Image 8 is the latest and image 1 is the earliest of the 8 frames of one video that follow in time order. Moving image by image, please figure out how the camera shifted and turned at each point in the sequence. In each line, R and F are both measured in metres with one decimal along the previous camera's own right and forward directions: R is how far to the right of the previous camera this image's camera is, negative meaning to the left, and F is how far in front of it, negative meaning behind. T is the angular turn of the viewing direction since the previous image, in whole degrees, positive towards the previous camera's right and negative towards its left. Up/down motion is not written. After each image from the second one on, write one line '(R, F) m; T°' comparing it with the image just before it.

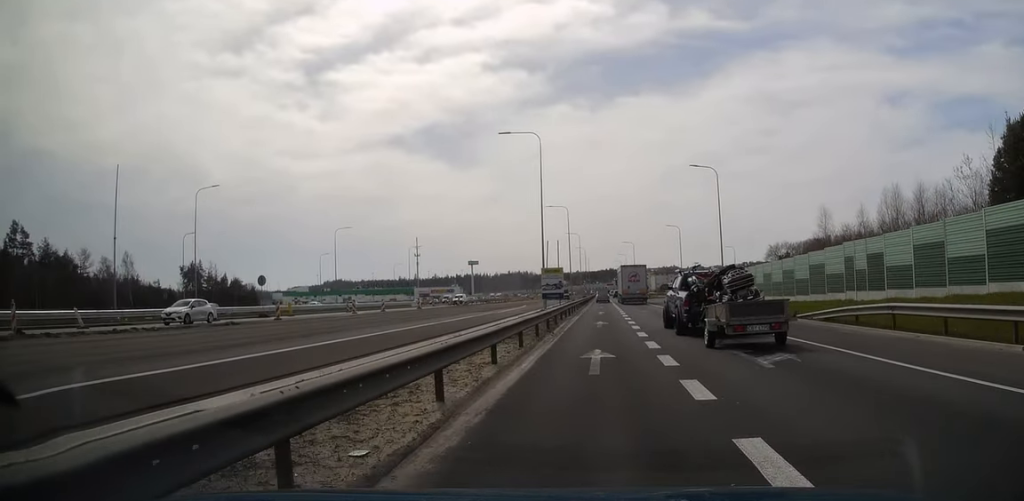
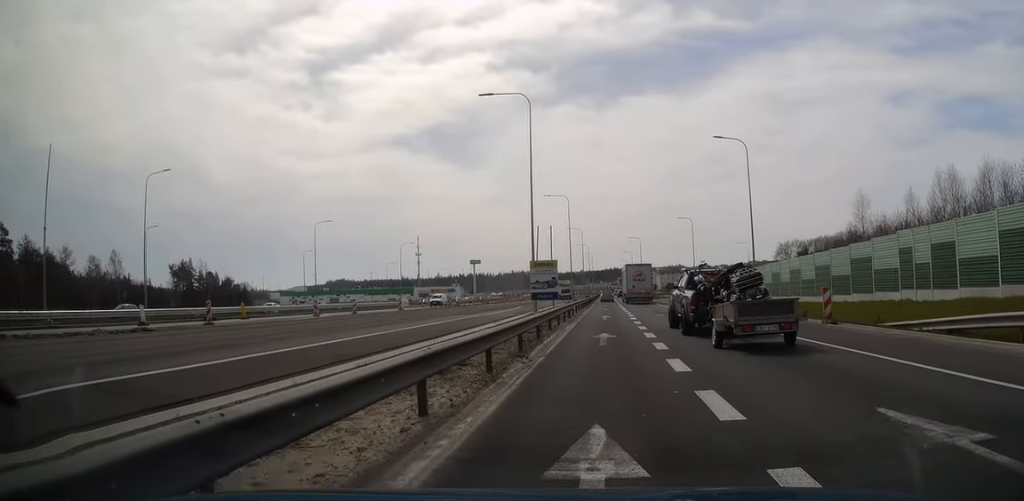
(0.0, +9.0) m; 0°
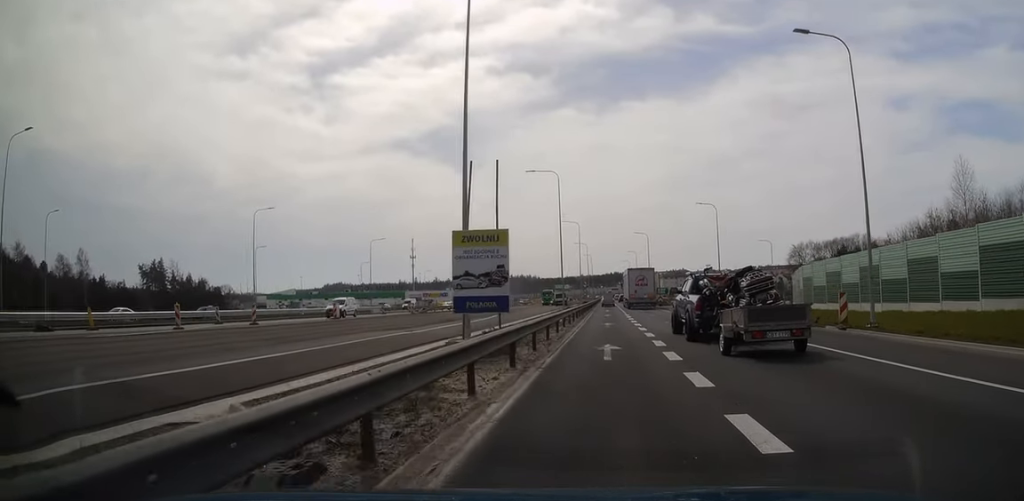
(-0.1, +18.0) m; 0°
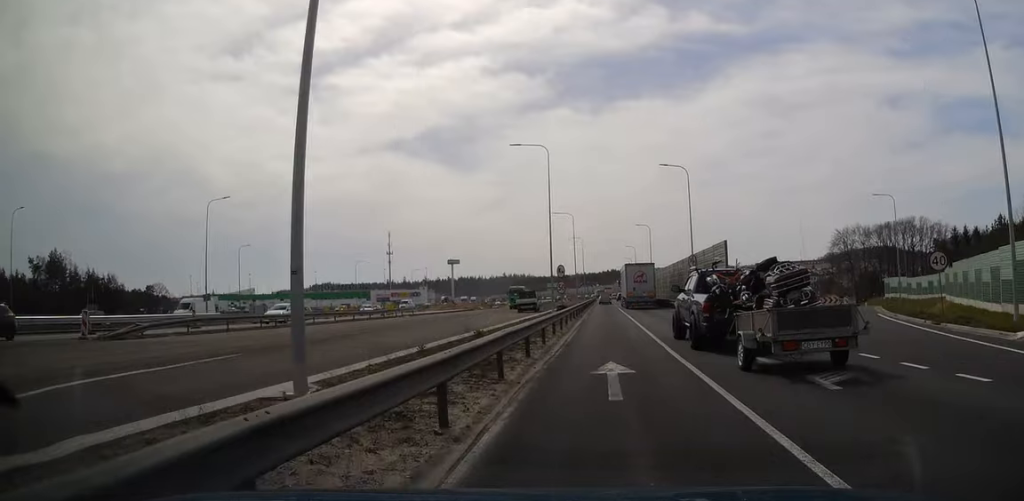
(+0.2, +49.6) m; 0°
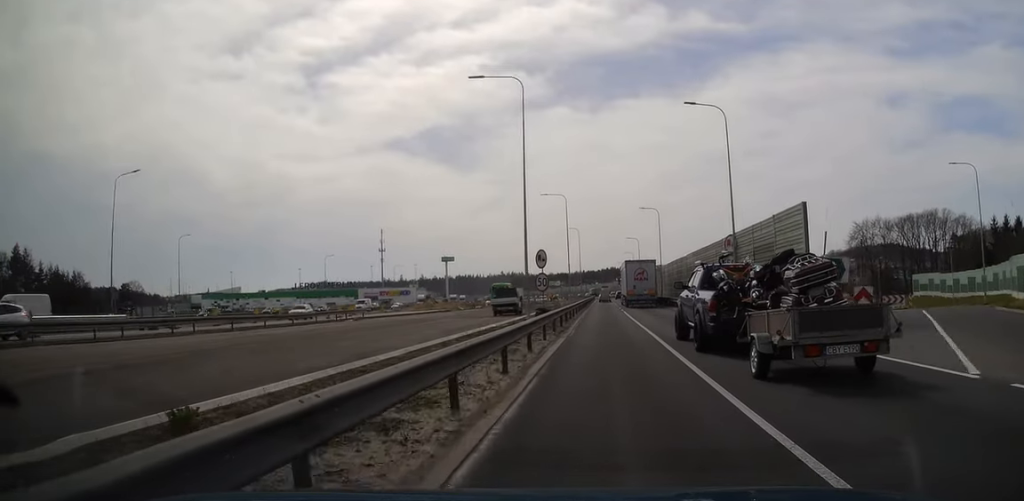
(0.0, +15.3) m; 0°
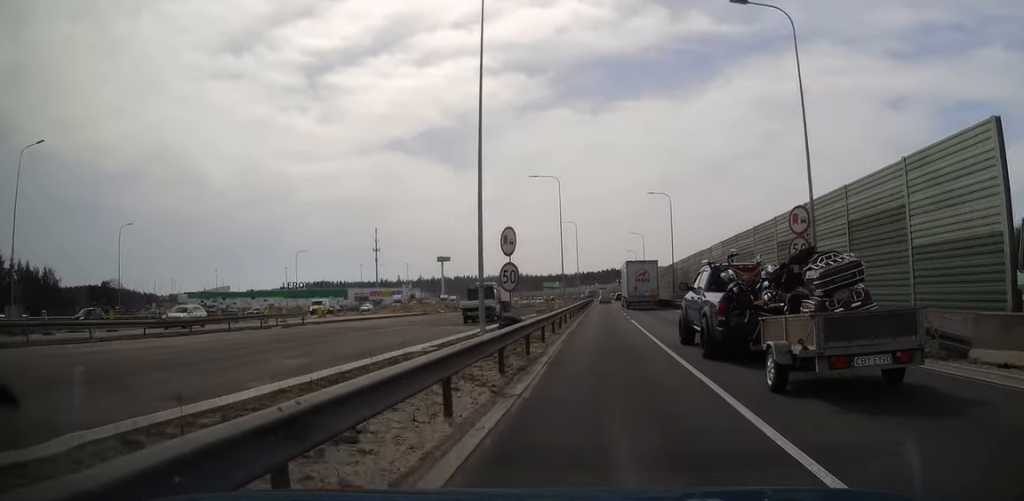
(0.0, +12.2) m; 0°
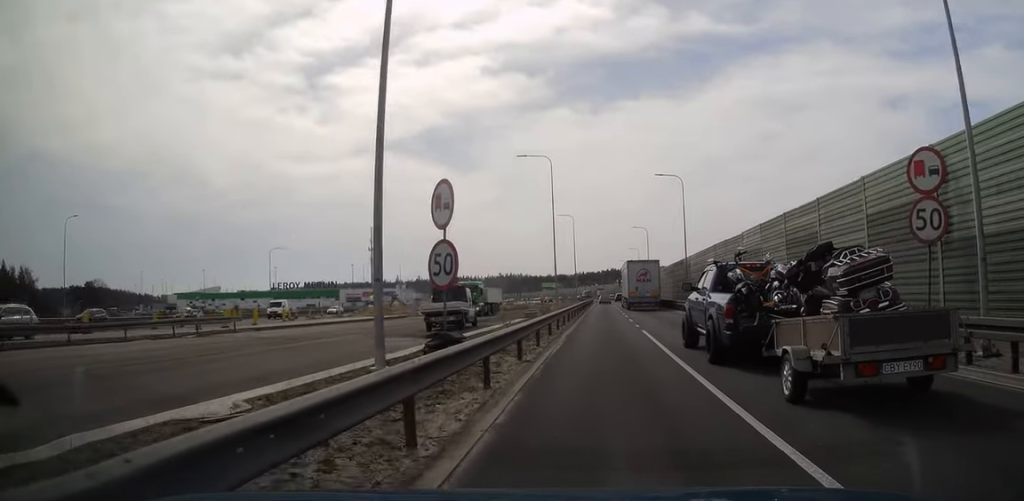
(0.0, +9.4) m; 0°
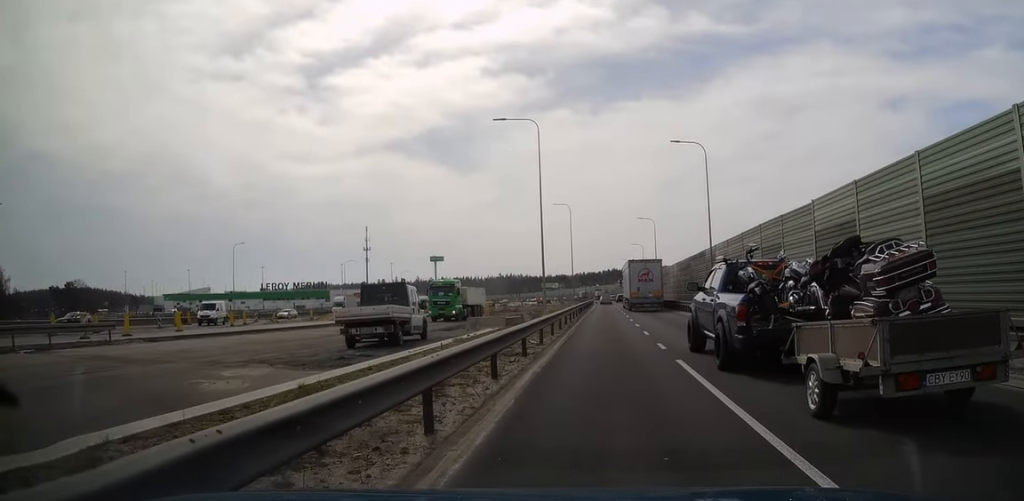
(0.0, +11.3) m; 0°
